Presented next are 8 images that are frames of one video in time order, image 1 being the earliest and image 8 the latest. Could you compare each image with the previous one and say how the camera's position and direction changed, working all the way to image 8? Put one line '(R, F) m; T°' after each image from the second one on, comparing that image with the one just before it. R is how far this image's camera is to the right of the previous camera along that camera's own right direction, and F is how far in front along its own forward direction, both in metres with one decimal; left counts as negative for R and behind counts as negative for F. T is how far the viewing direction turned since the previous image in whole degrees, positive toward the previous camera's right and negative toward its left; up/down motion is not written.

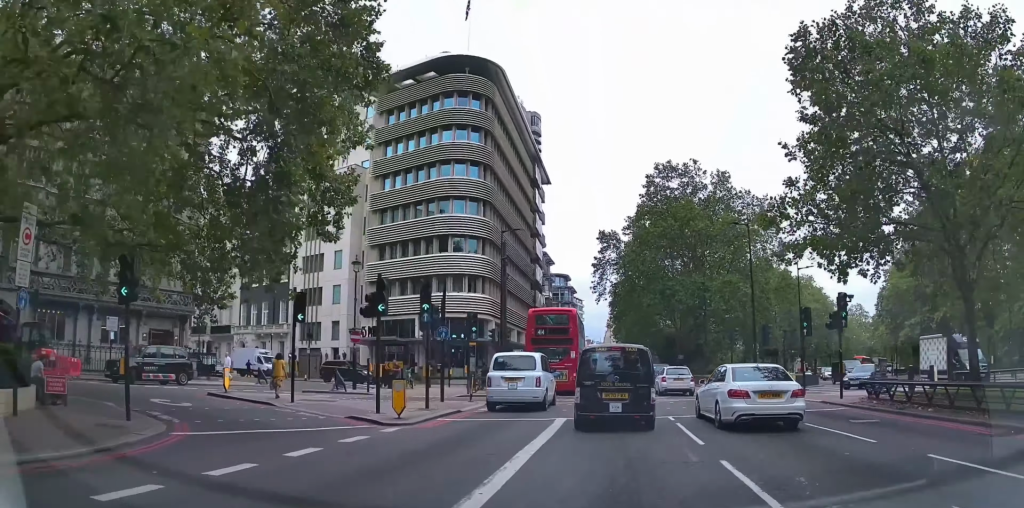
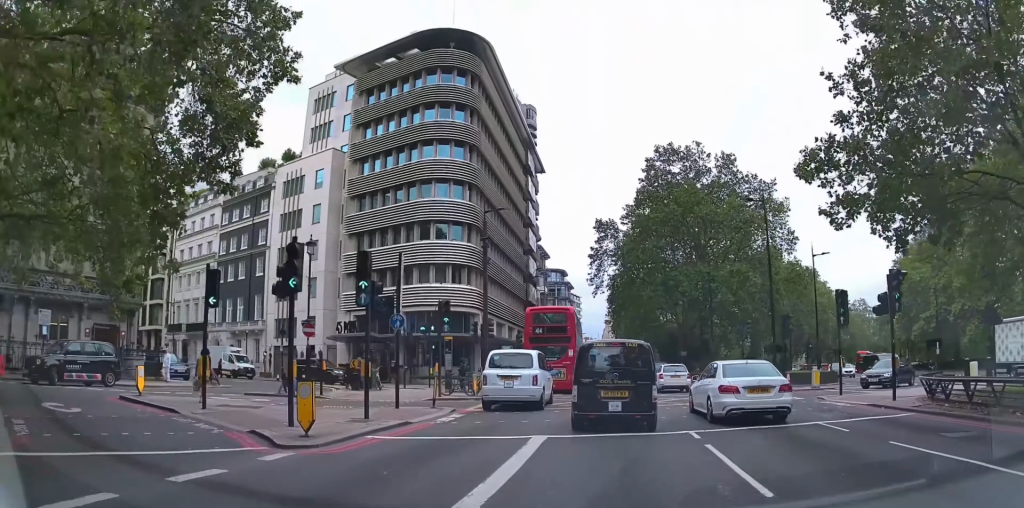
(+0.1, +4.4) m; +1°
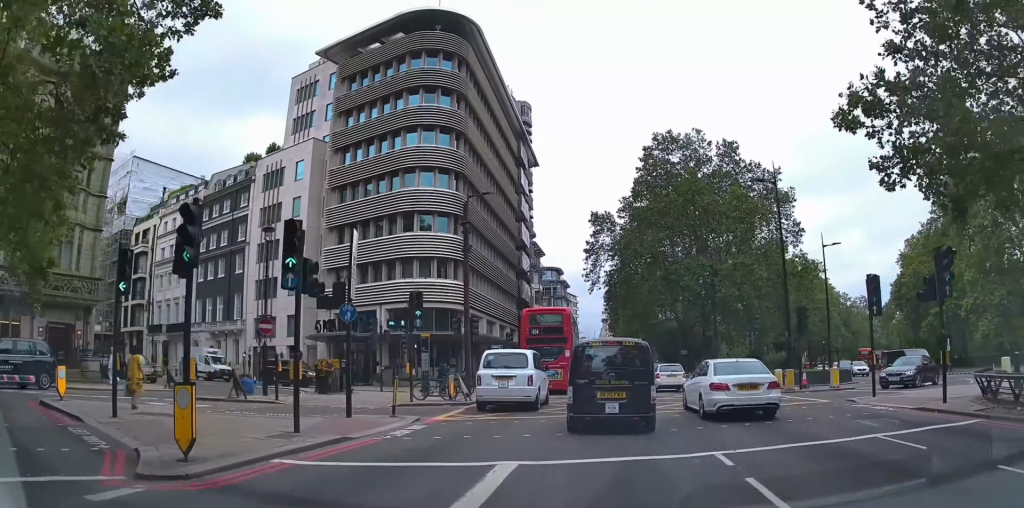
(0.0, +2.9) m; 0°
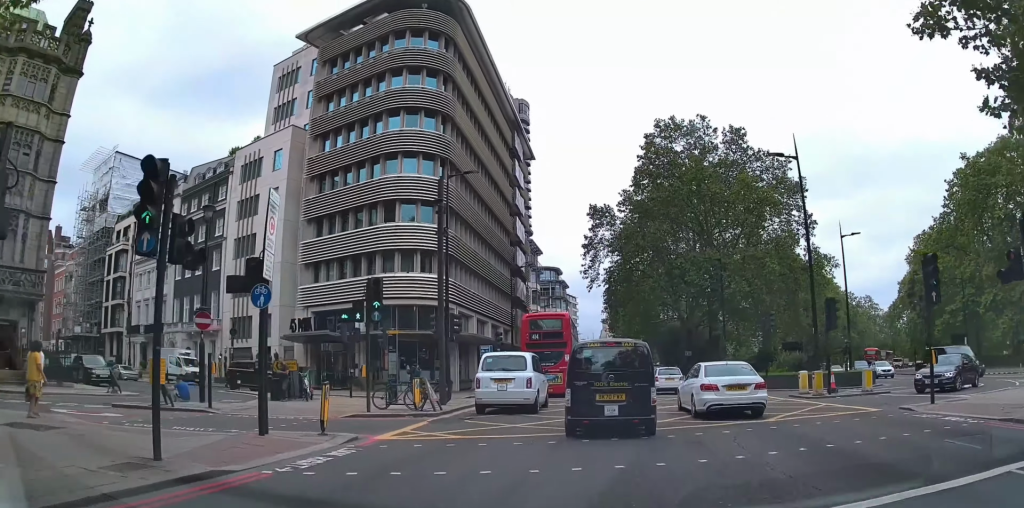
(0.0, +3.7) m; -1°
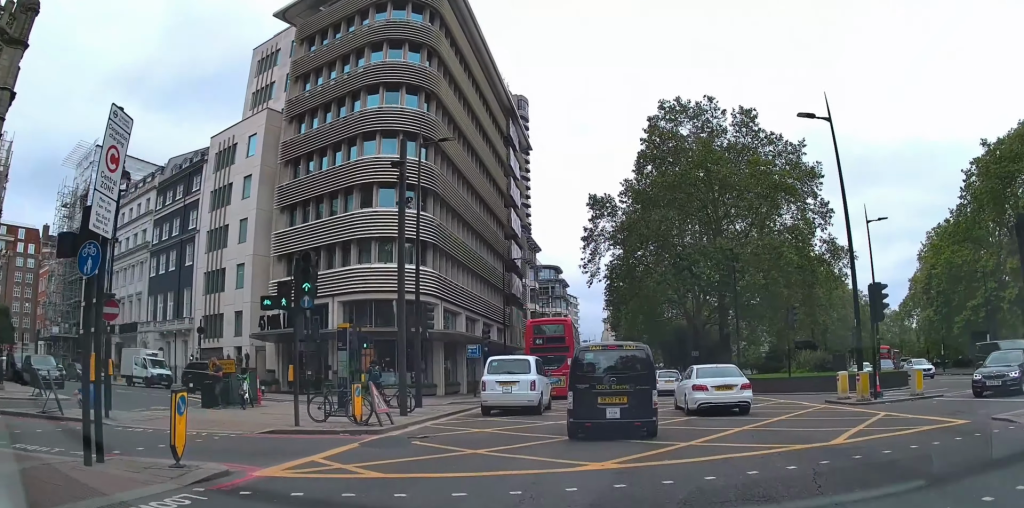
(0.0, +4.1) m; -2°
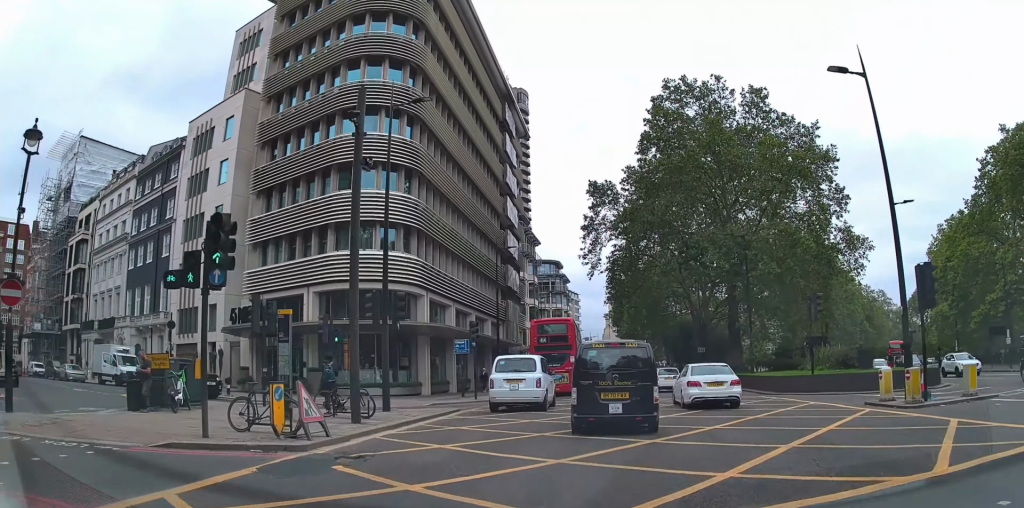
(-0.1, +3.2) m; +1°
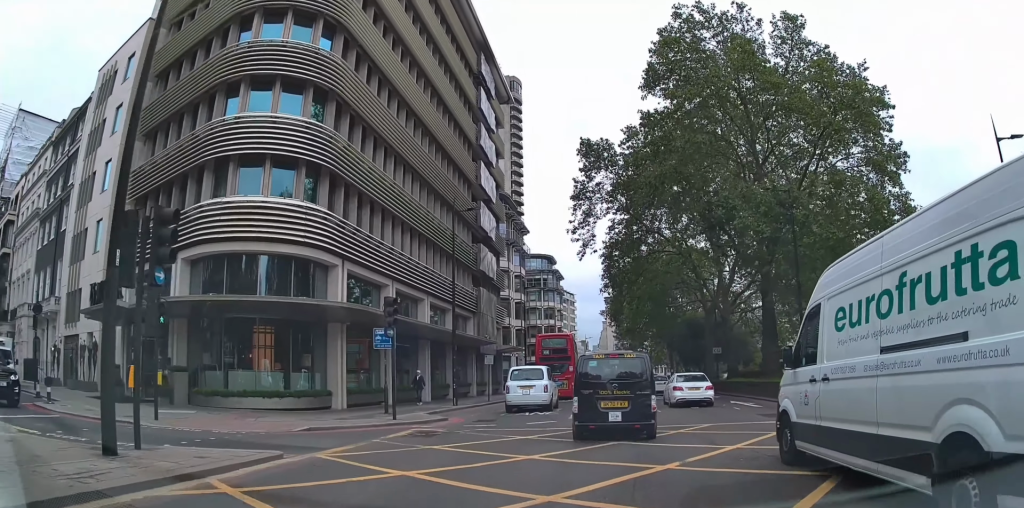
(+0.2, +9.5) m; -2°
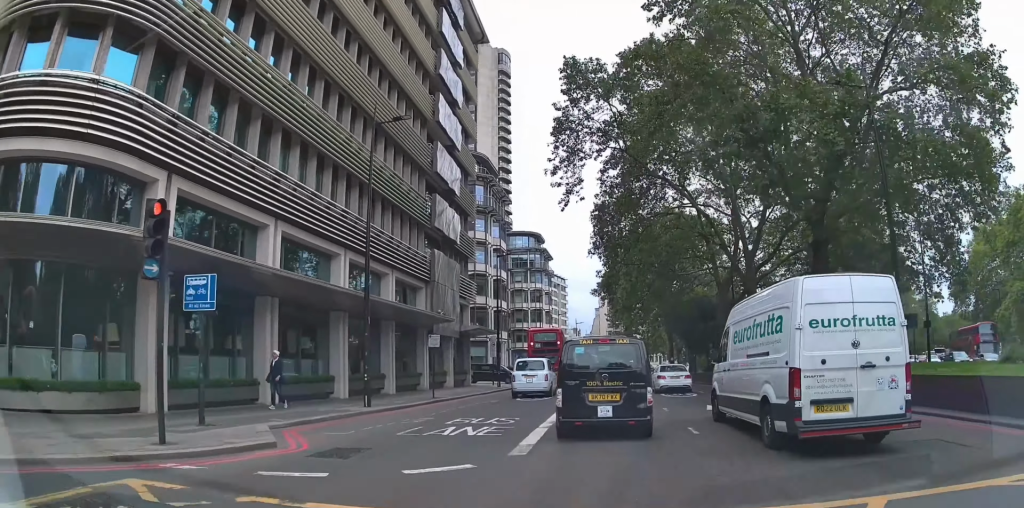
(-0.1, +8.0) m; +7°
